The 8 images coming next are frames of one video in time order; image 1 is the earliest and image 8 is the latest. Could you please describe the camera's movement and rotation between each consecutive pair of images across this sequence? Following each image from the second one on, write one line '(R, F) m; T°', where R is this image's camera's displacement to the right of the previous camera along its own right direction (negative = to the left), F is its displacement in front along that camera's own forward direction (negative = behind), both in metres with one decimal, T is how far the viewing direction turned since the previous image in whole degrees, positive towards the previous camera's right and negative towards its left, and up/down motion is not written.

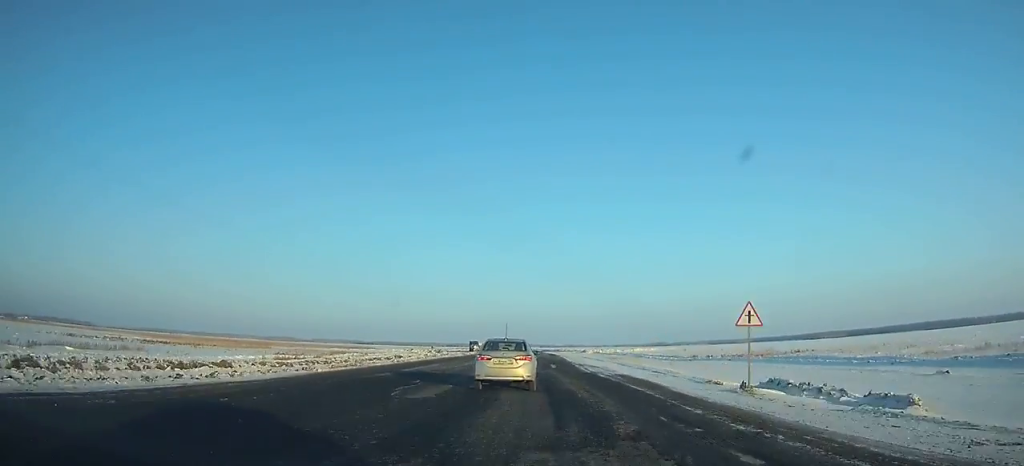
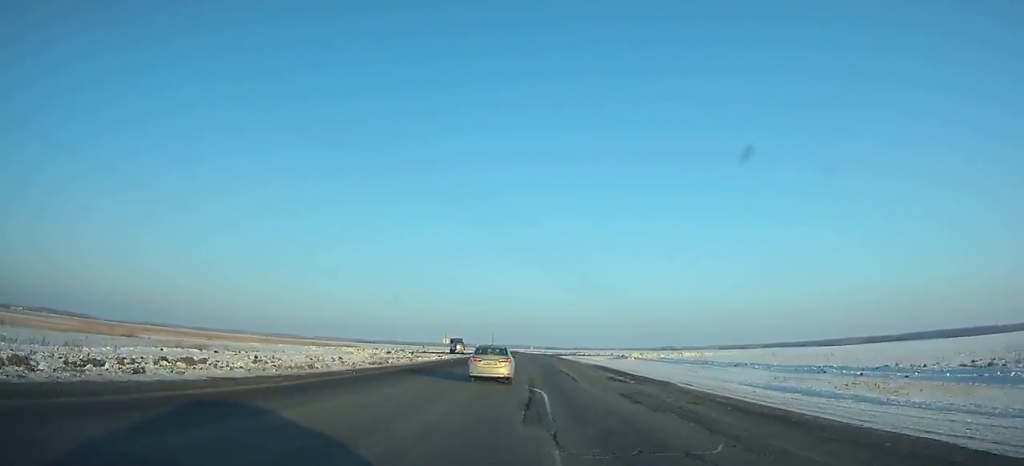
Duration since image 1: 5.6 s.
(-1.2, +76.4) m; -1°
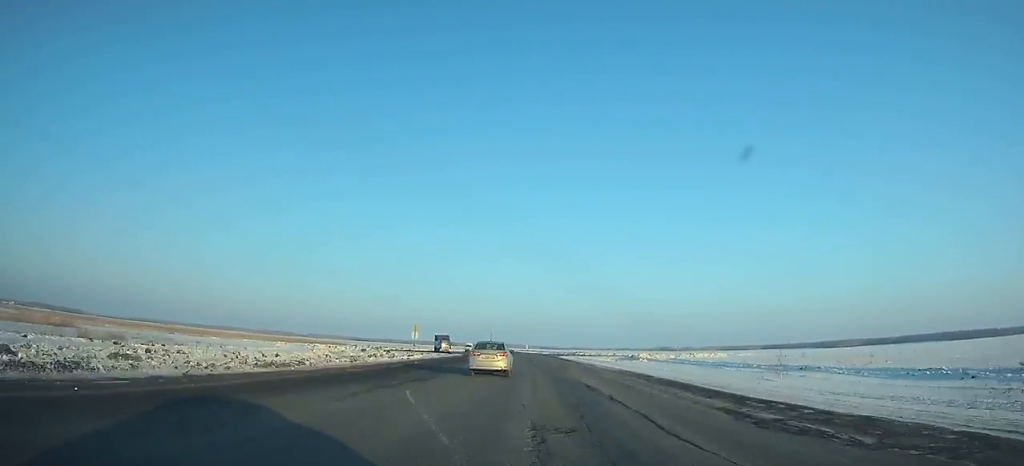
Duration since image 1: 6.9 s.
(0.0, +18.3) m; 0°
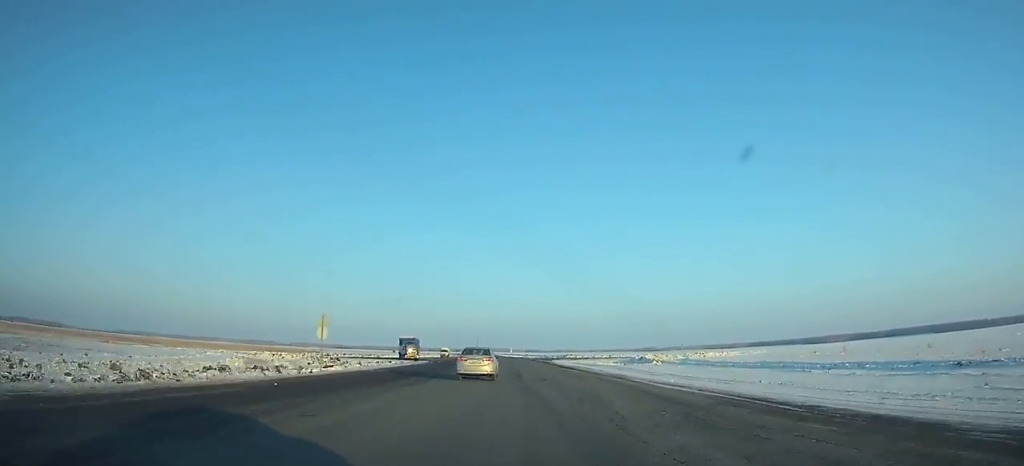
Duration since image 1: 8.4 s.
(+0.1, +21.7) m; 0°
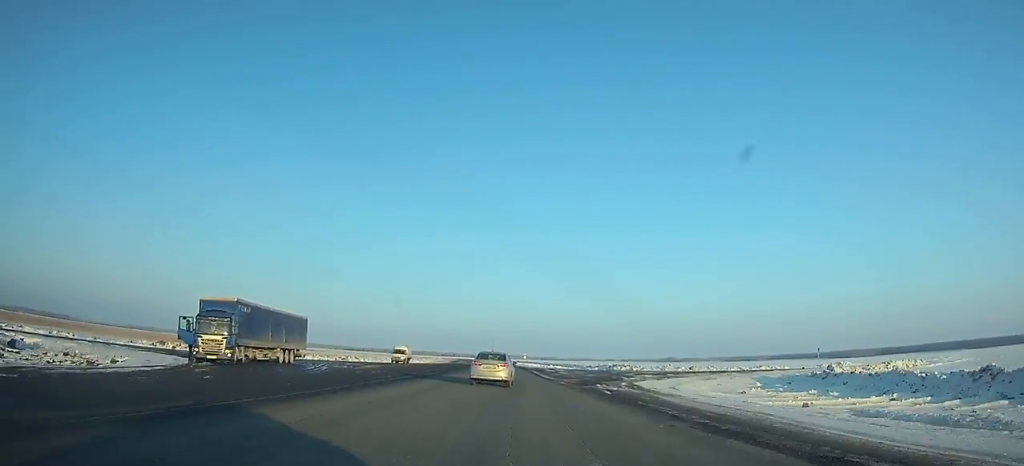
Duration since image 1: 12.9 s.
(-0.3, +68.2) m; -1°
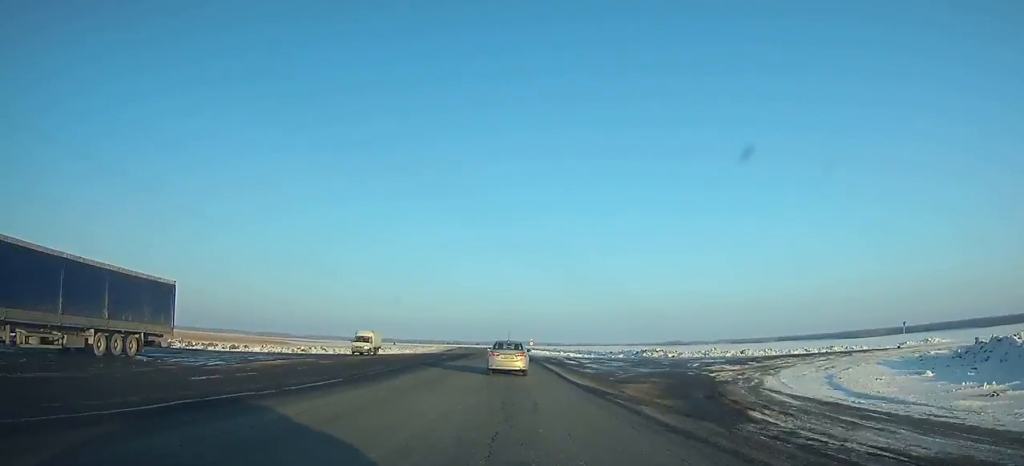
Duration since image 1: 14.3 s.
(-0.1, +22.1) m; -1°
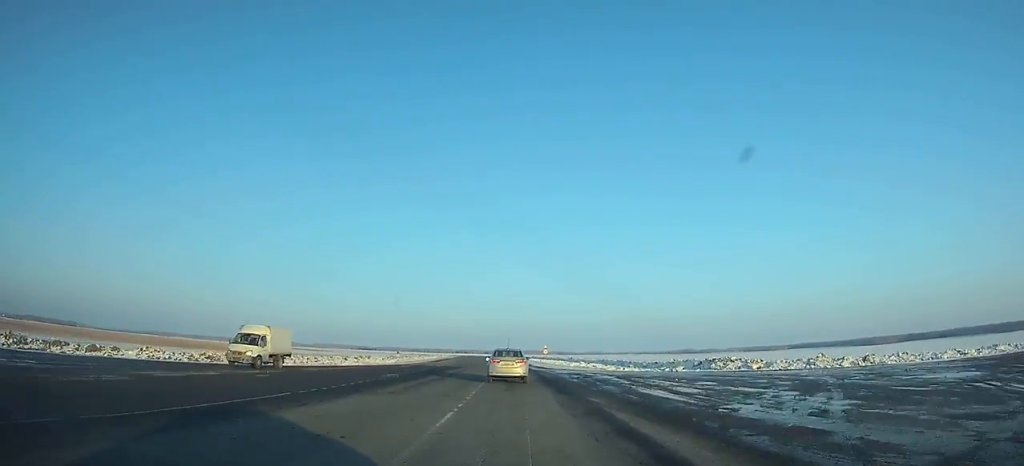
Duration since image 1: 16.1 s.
(-0.2, +29.0) m; -1°
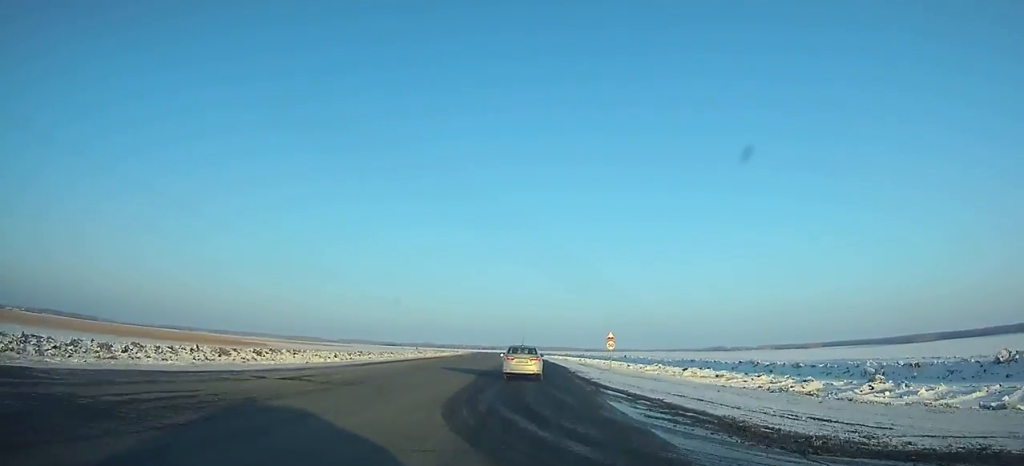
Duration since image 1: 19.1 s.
(-0.7, +49.6) m; -2°
